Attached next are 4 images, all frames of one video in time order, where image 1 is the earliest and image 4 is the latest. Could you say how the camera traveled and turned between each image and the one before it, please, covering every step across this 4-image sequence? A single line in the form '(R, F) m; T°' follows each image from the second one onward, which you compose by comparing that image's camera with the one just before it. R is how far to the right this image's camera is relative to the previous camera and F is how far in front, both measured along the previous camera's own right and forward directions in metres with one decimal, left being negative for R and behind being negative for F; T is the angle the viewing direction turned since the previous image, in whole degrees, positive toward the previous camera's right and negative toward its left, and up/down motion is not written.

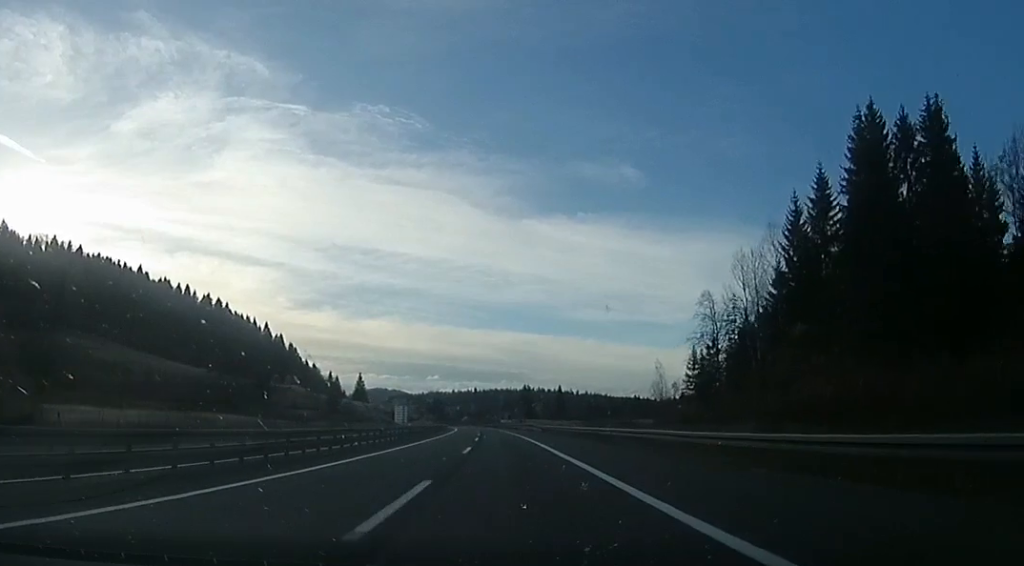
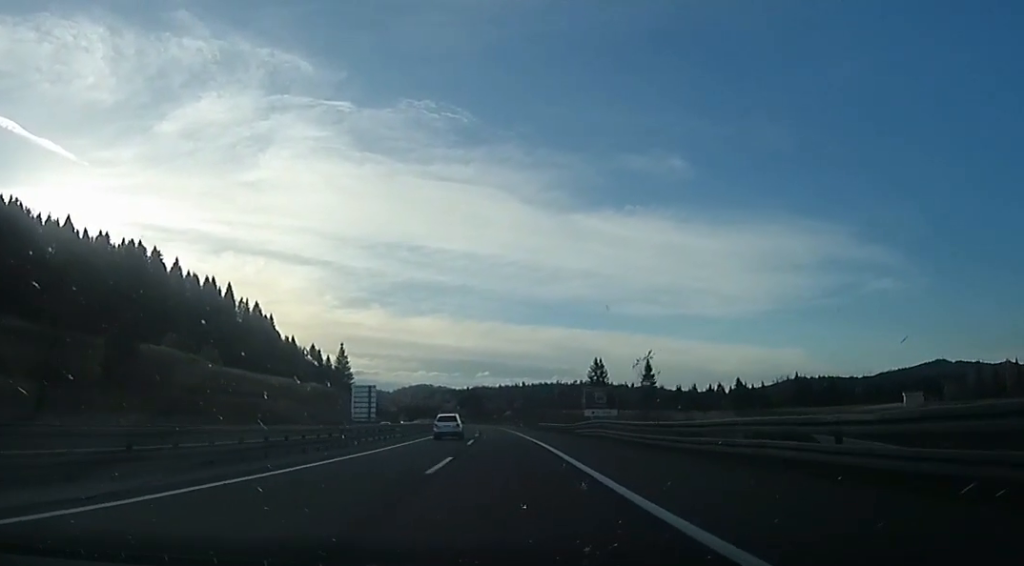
(-1.9, +118.4) m; -4°
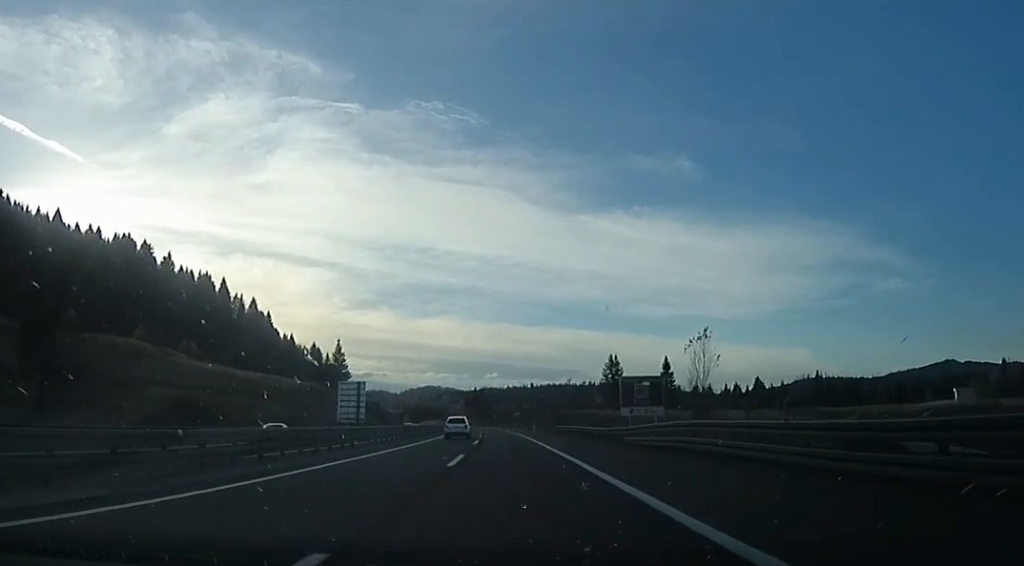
(0.0, +14.9) m; 0°
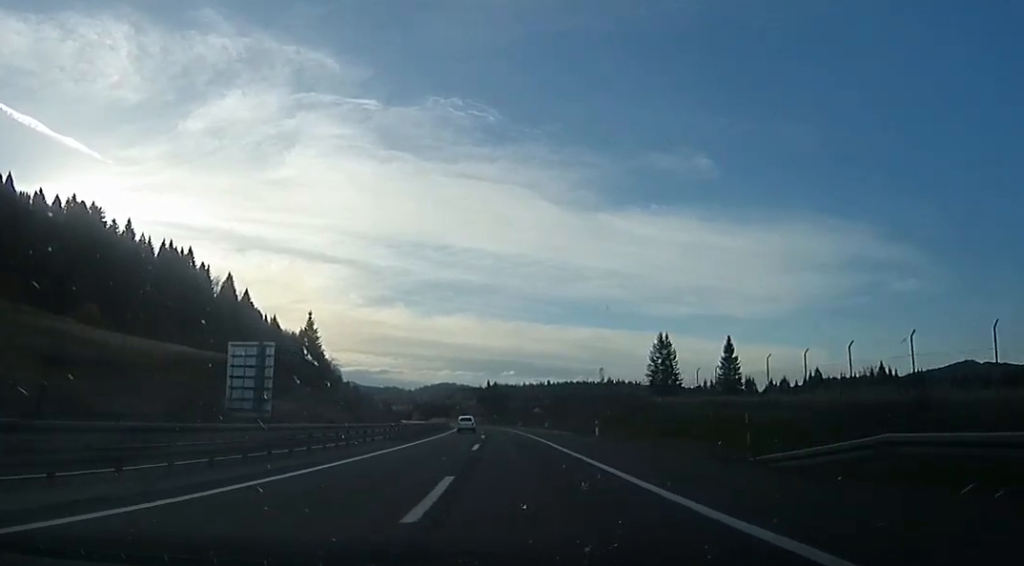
(-1.9, +46.2) m; -3°
